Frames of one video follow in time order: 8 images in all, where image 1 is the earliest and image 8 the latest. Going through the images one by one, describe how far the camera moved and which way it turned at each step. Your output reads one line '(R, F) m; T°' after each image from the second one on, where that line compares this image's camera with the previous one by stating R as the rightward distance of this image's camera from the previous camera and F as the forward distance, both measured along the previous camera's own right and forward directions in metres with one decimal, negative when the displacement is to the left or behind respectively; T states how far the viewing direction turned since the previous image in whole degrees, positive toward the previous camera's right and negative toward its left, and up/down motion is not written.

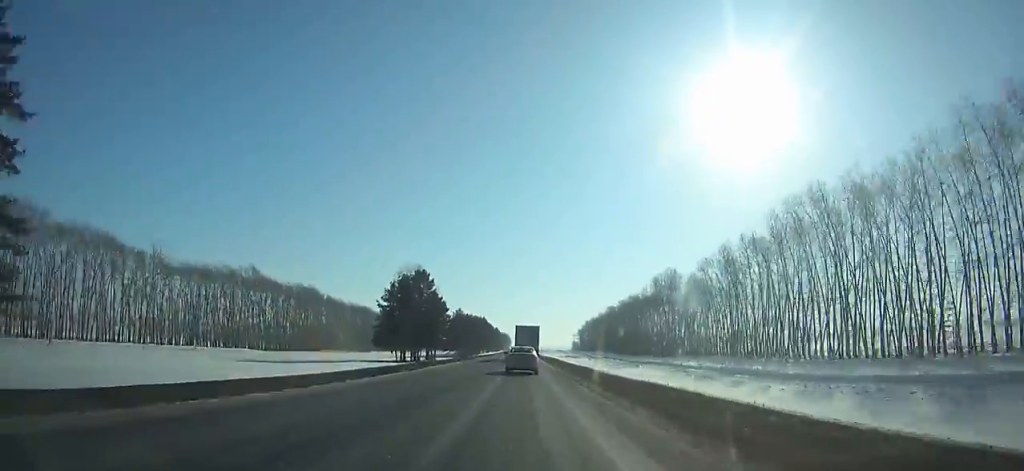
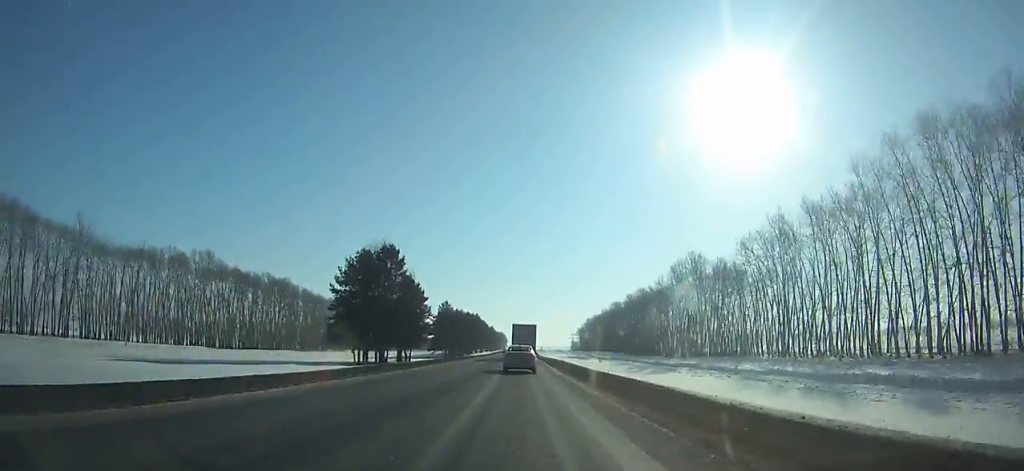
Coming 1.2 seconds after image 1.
(-0.1, +25.4) m; 0°
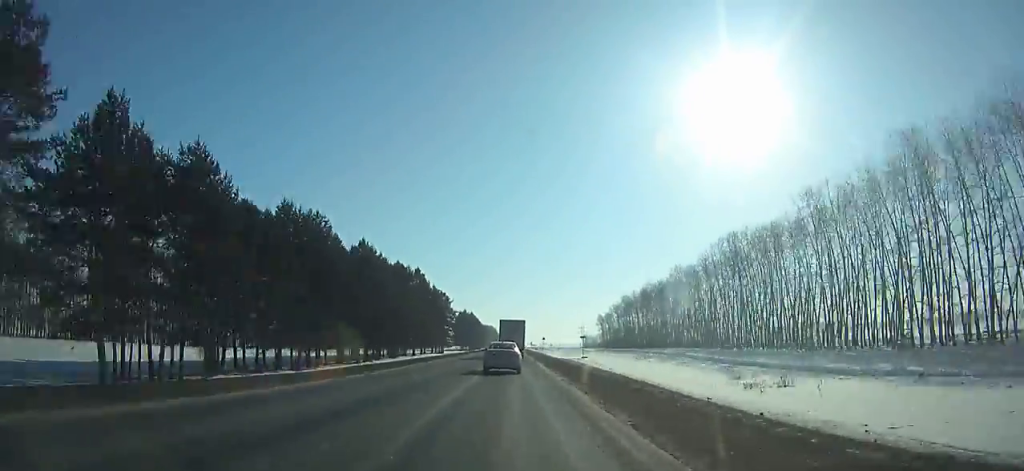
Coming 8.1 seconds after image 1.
(-0.4, +144.9) m; -1°
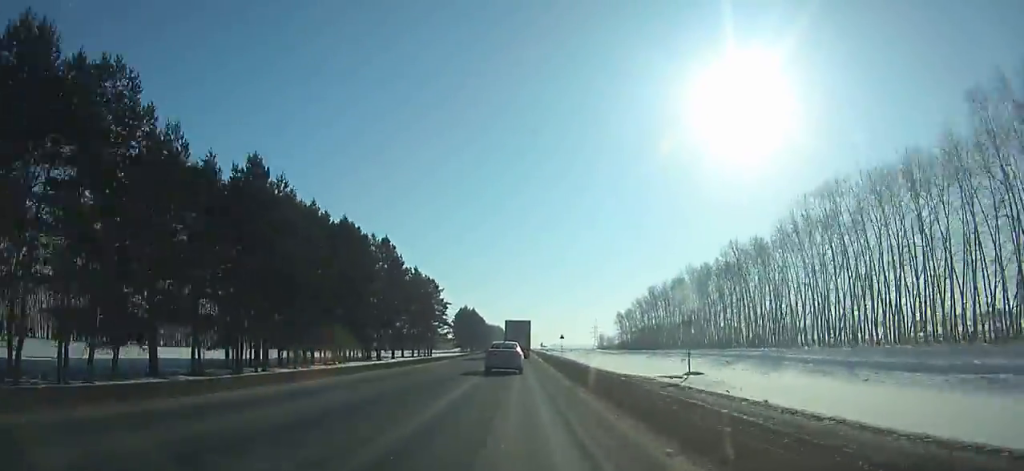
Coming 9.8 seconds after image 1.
(-0.3, +35.1) m; 0°
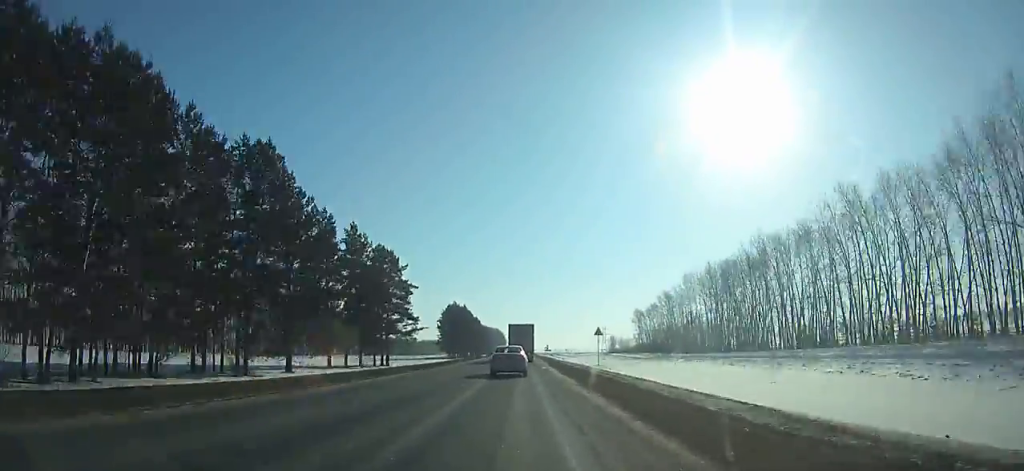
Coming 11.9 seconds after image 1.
(0.0, +43.1) m; 0°
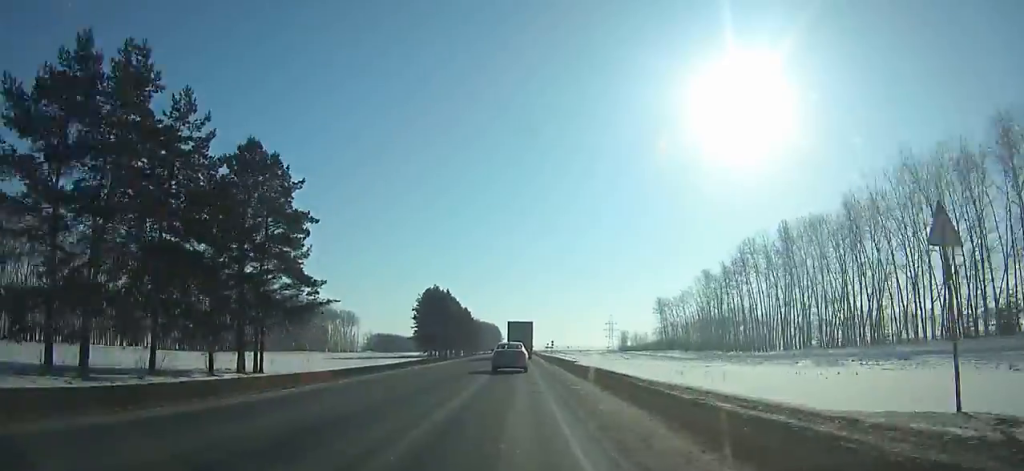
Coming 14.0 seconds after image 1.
(+0.1, +42.7) m; 0°
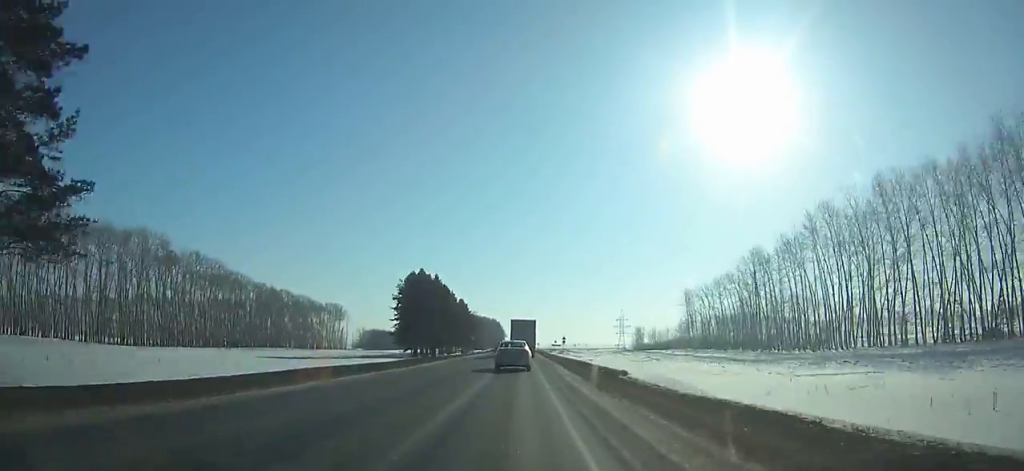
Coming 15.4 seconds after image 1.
(0.0, +28.2) m; 0°
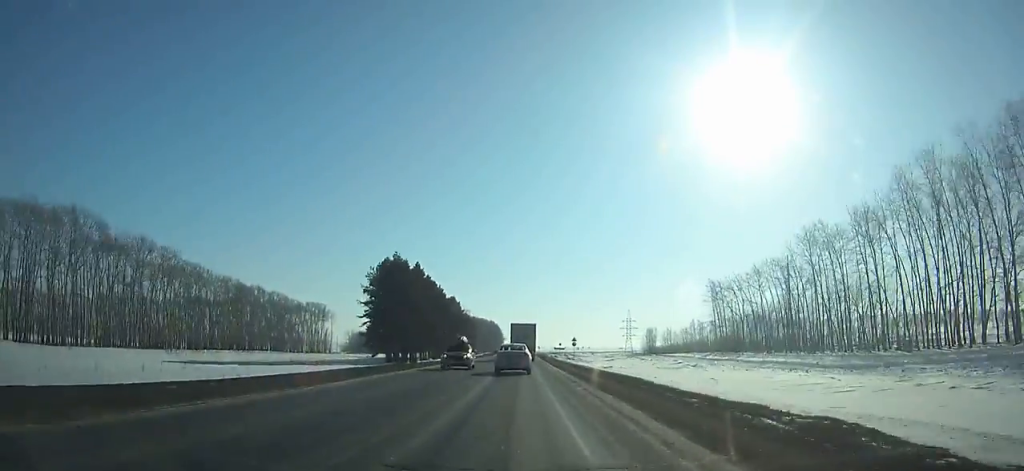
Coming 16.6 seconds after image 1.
(0.0, +24.2) m; 0°
